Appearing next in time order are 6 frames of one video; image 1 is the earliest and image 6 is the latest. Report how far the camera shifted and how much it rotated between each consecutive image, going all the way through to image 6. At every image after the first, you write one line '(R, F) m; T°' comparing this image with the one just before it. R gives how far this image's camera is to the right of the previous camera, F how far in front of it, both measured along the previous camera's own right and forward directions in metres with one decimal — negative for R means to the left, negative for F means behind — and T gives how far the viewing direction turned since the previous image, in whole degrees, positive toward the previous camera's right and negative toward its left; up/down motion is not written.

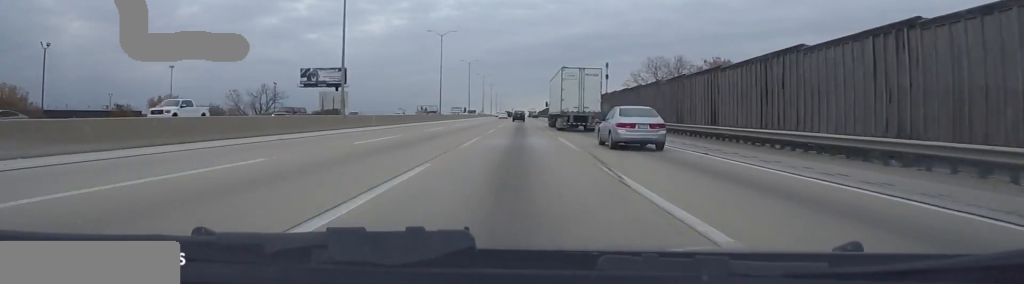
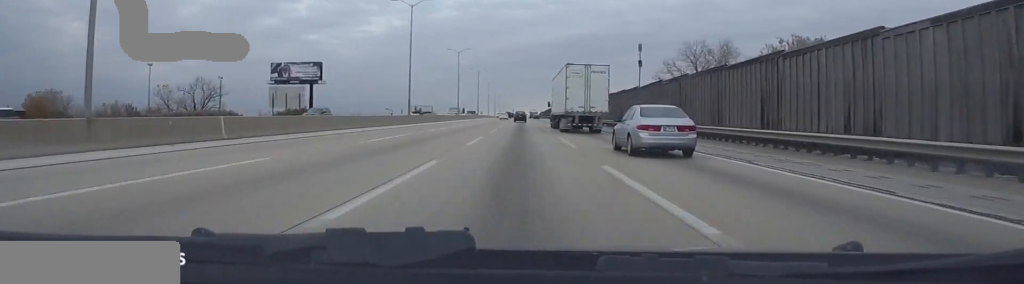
(-0.6, +29.2) m; 0°
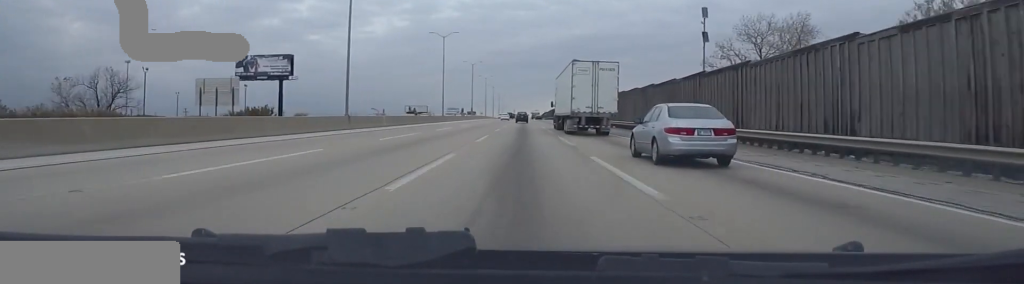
(+0.2, +27.5) m; +1°
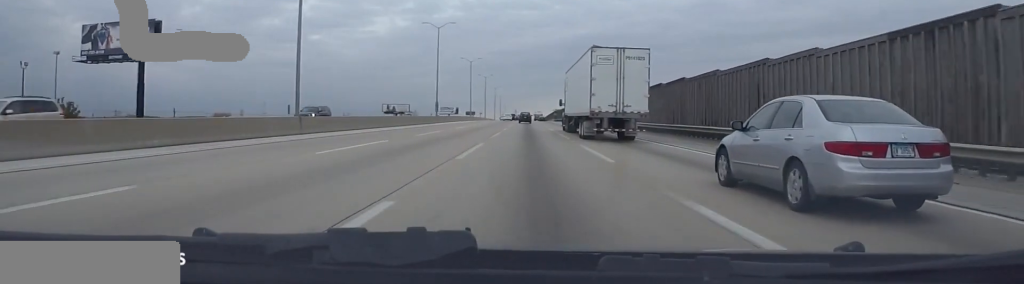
(-0.8, +69.6) m; -1°
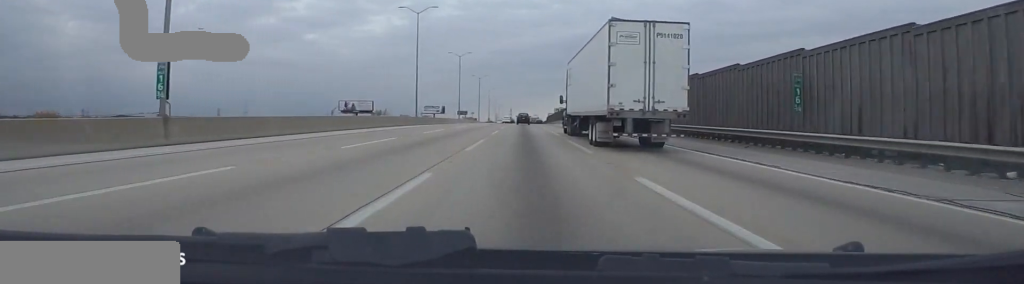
(+0.8, +72.3) m; -1°
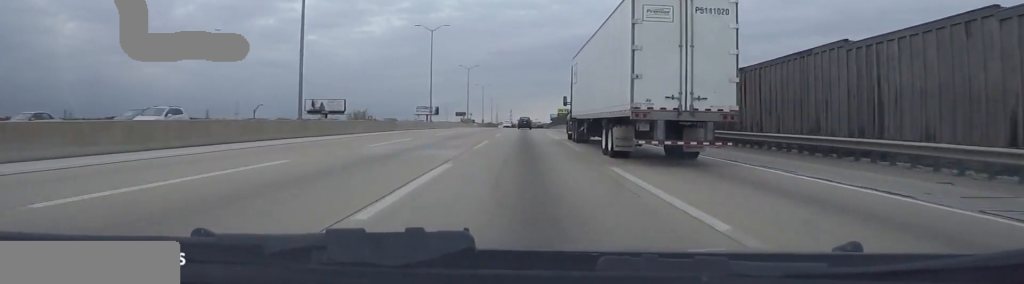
(+0.3, +43.1) m; +2°
